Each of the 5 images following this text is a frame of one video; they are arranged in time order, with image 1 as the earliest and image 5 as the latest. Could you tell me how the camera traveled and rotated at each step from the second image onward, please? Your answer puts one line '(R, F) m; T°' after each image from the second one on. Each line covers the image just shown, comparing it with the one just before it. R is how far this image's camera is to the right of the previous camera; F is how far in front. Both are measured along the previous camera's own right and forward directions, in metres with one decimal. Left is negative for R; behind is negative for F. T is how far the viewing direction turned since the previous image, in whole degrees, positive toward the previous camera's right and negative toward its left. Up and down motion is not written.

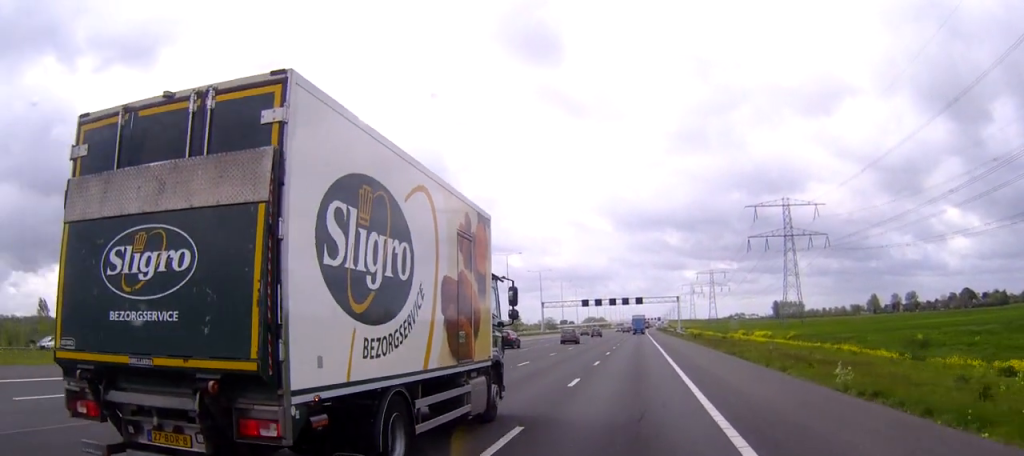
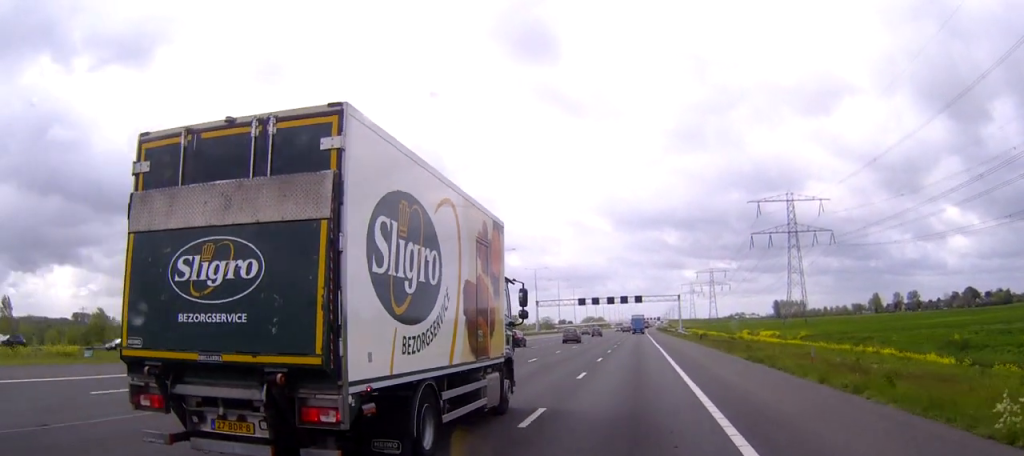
(0.0, +9.1) m; 0°
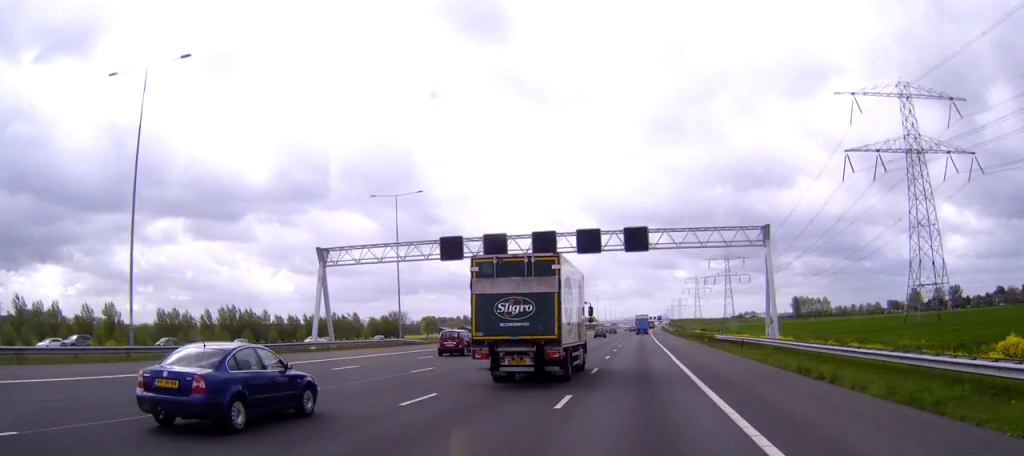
(+0.1, +128.7) m; 0°
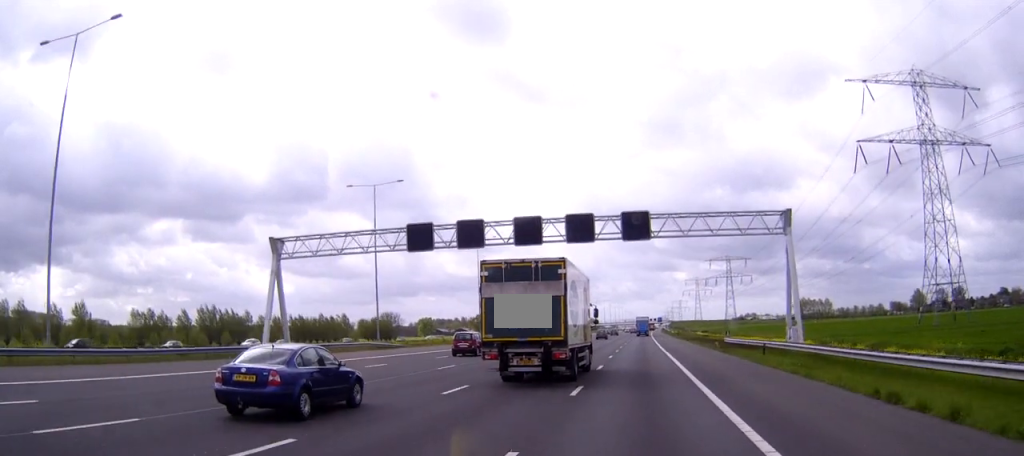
(0.0, +8.4) m; 0°
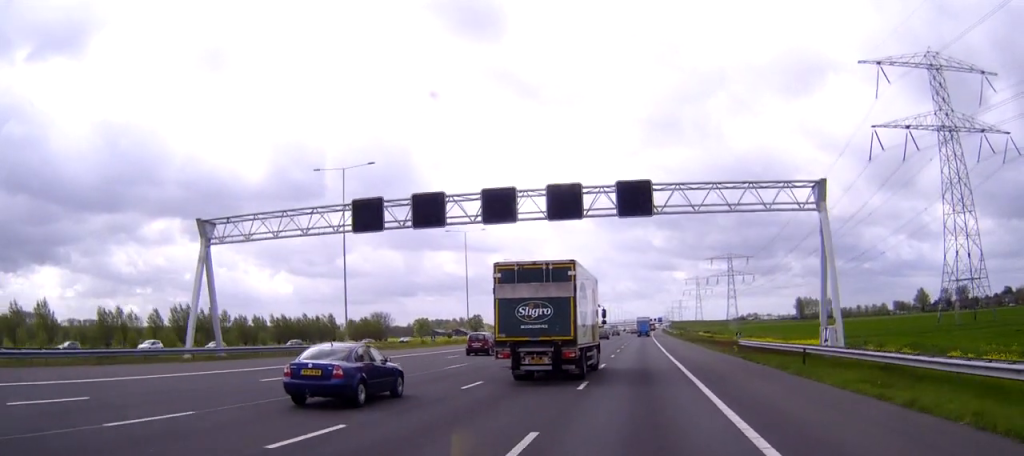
(0.0, +9.8) m; 0°
